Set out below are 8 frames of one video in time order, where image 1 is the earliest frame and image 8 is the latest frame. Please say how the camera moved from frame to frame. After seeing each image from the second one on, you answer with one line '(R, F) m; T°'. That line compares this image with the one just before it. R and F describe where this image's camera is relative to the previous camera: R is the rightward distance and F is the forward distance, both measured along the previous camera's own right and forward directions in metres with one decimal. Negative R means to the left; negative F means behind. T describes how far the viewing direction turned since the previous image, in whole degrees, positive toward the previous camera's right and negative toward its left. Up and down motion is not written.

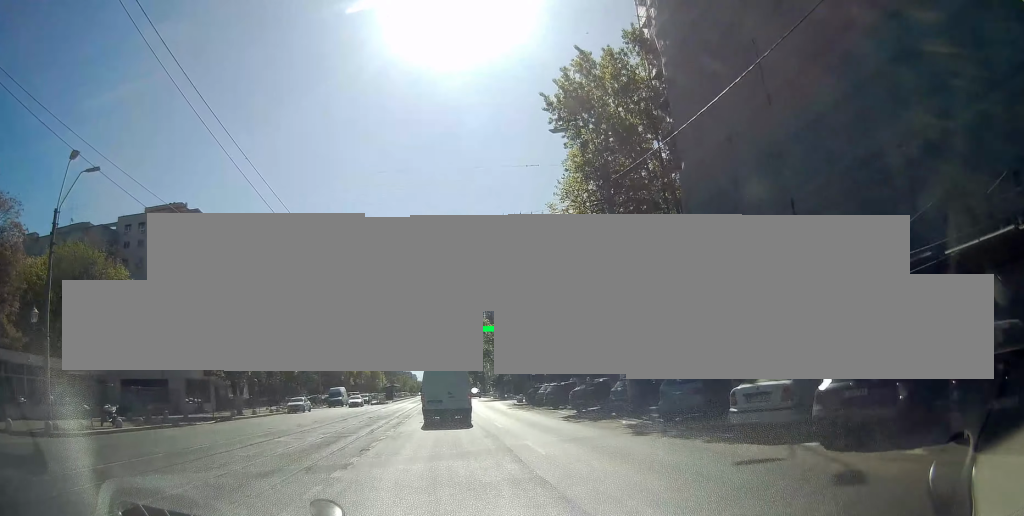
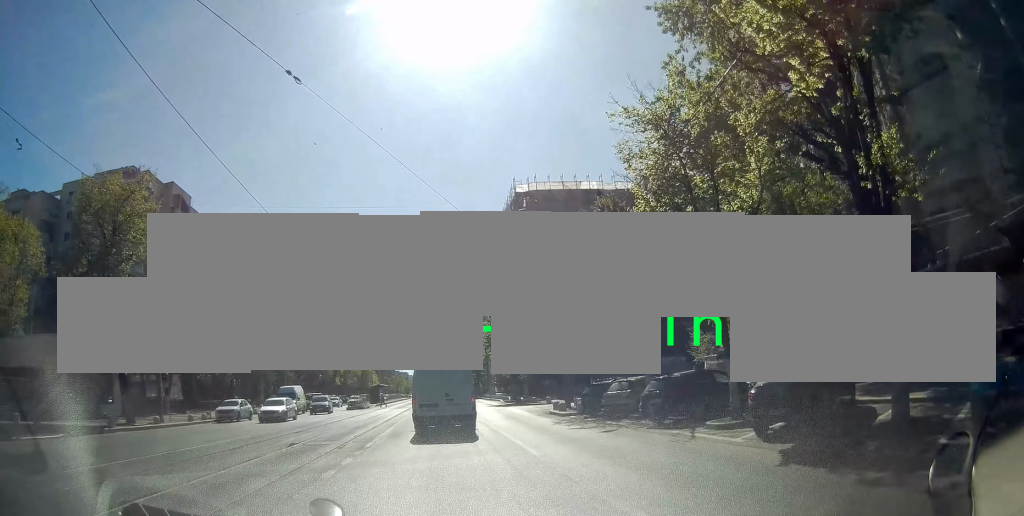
(-0.7, +18.9) m; -4°
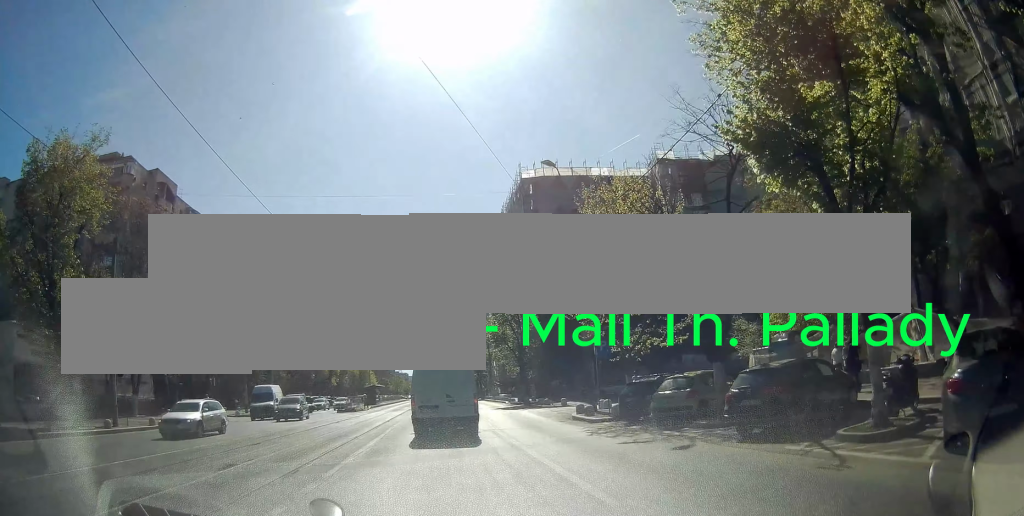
(0.0, +5.4) m; 0°
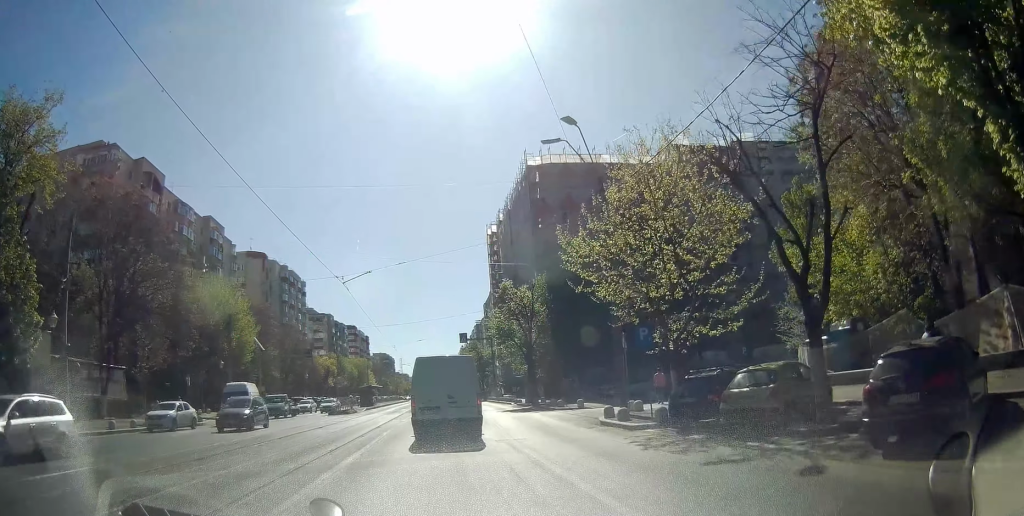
(0.0, +4.4) m; +1°
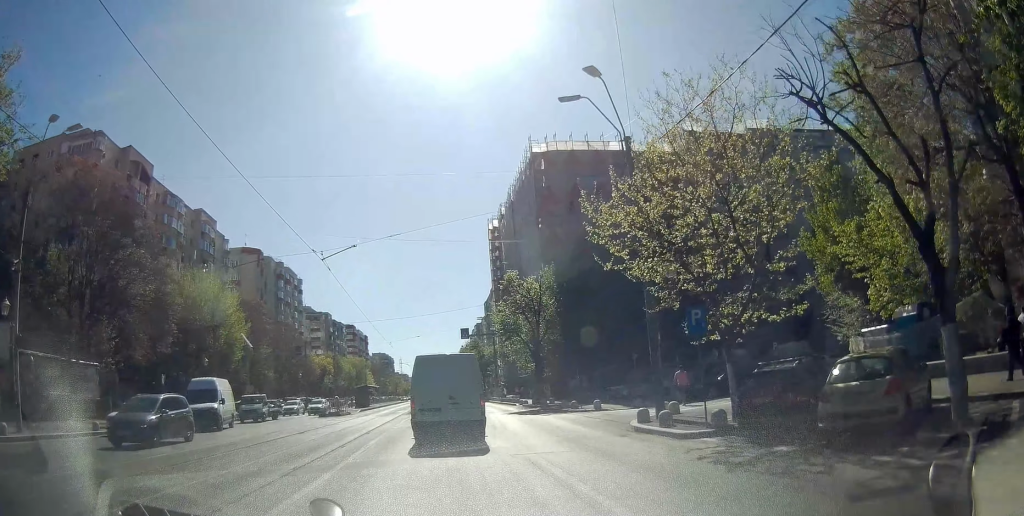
(-0.1, +3.8) m; +3°
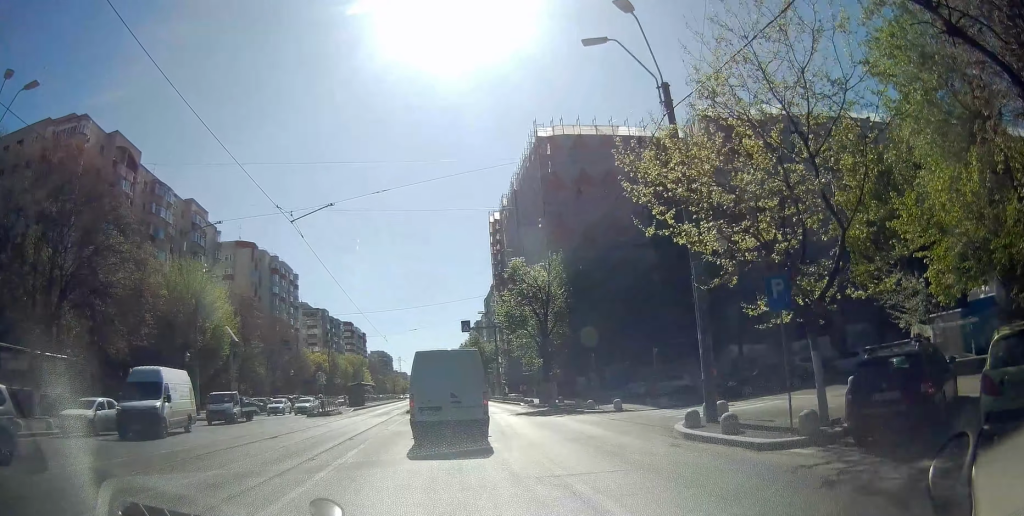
(+0.2, +3.8) m; +3°
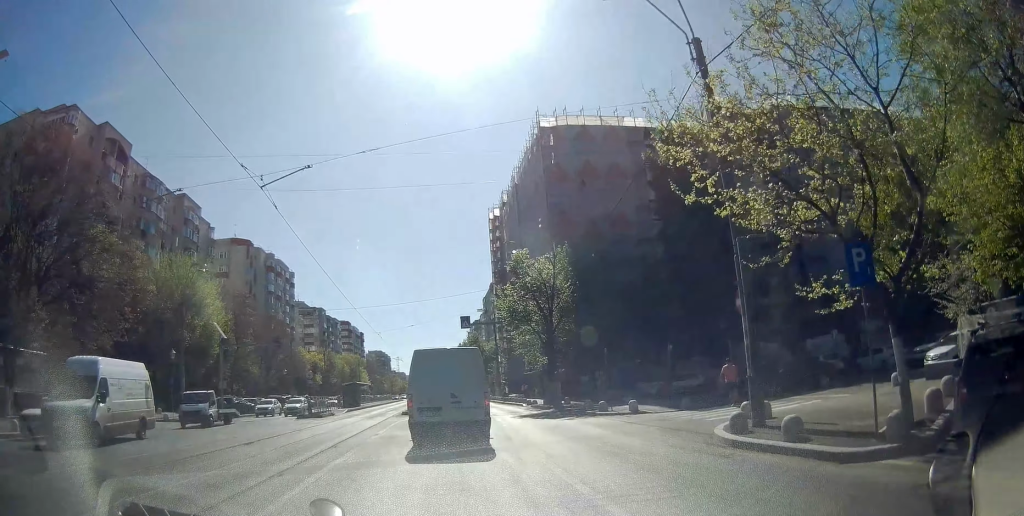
(+0.1, +2.5) m; +2°
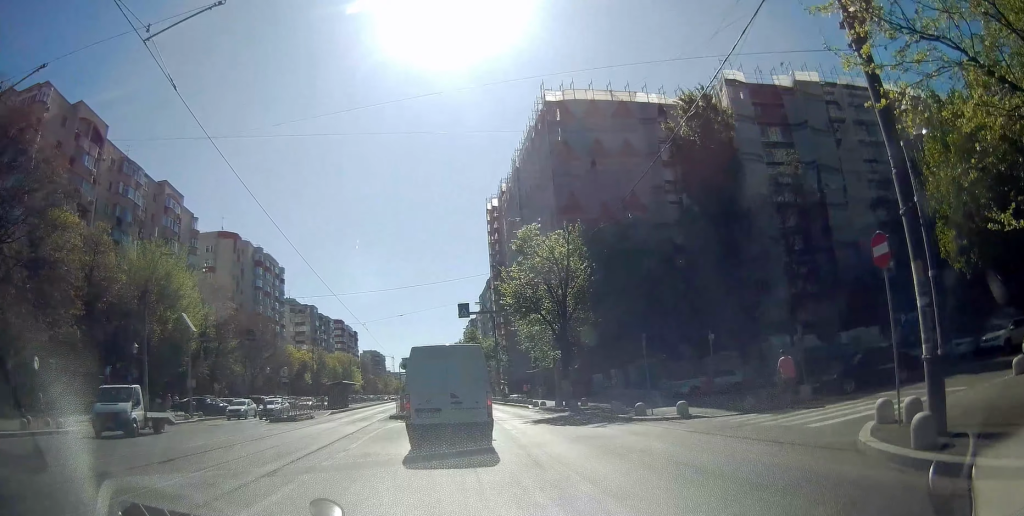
(+0.1, +5.8) m; +2°
